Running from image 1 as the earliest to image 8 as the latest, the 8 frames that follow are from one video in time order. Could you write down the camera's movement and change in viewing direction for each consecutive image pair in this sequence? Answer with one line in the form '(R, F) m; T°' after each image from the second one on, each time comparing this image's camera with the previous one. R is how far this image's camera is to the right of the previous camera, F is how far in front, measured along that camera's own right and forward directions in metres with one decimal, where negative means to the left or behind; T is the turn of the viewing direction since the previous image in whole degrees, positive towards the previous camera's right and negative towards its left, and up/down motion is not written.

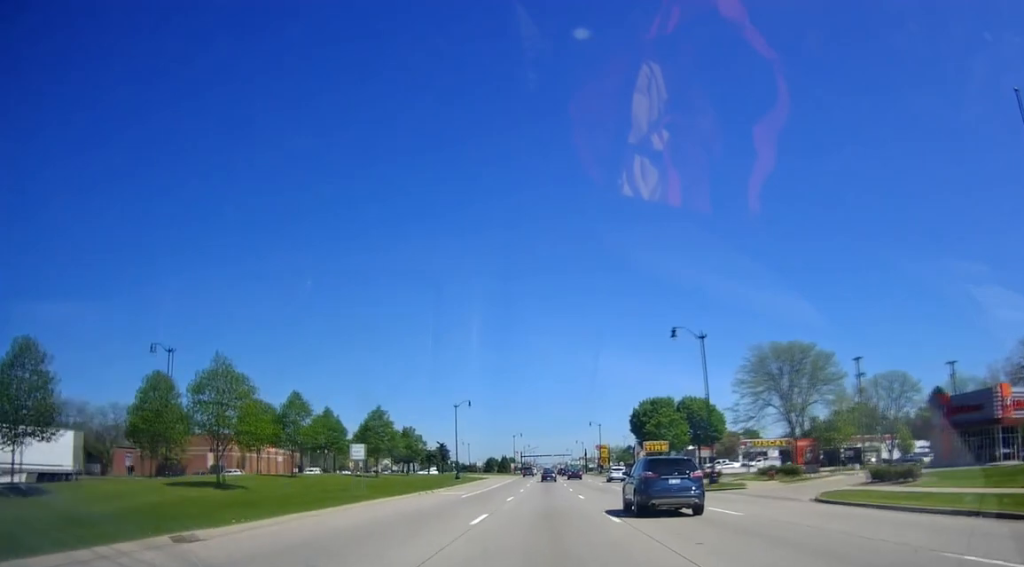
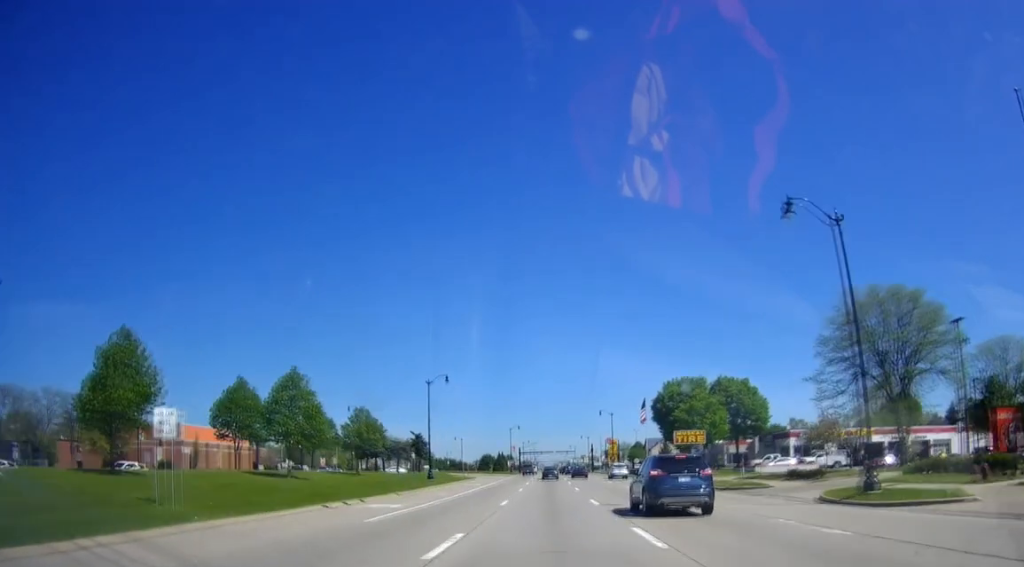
(-0.2, +21.6) m; -1°
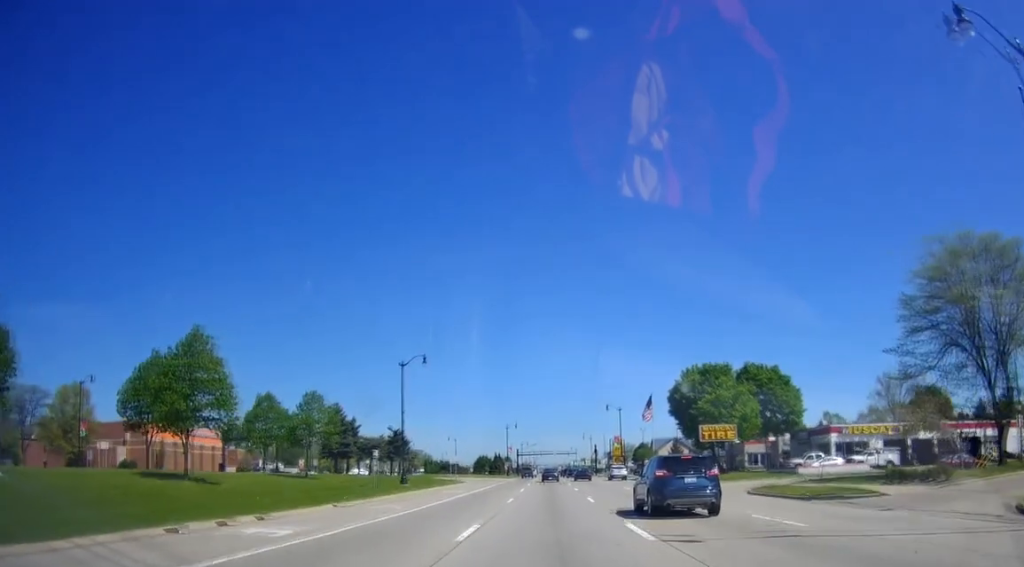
(0.0, +12.5) m; 0°
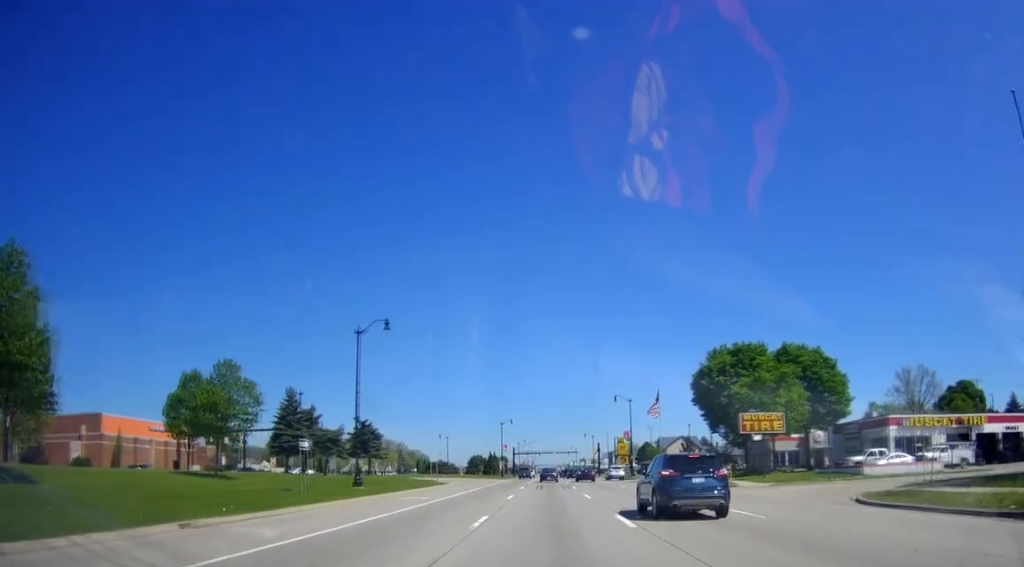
(0.0, +13.3) m; -1°
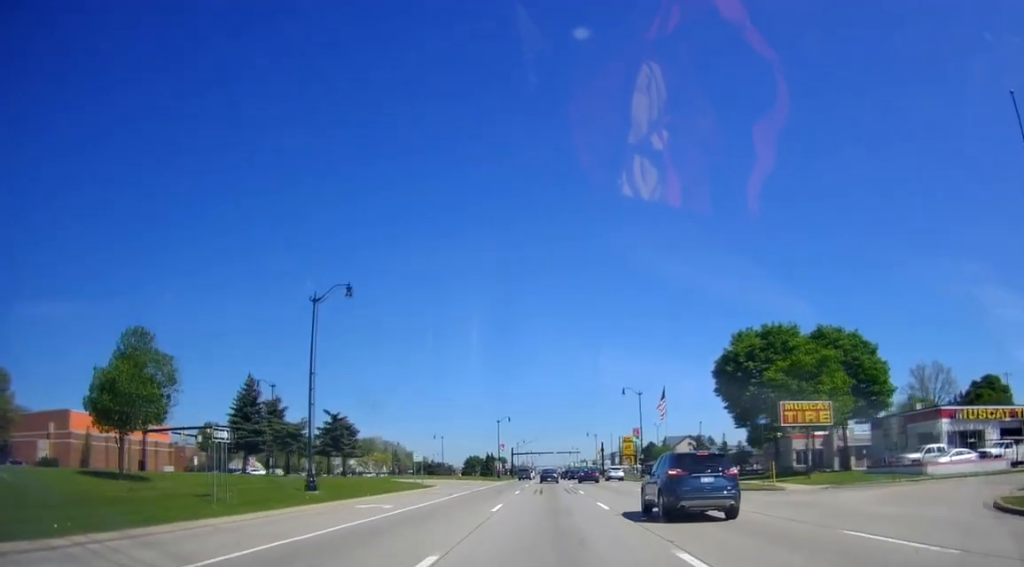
(+0.1, +8.7) m; -1°
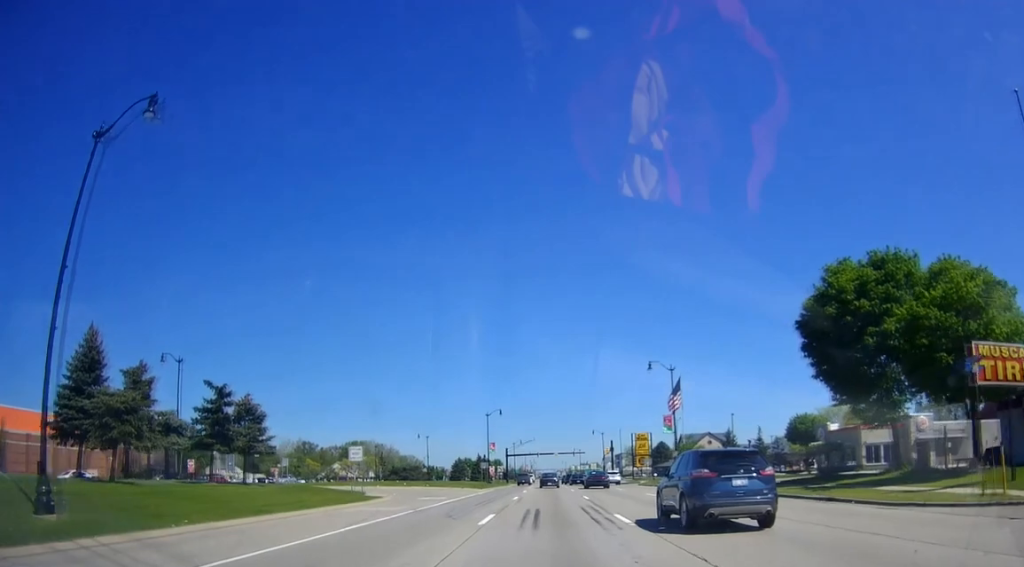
(-0.2, +20.3) m; +2°
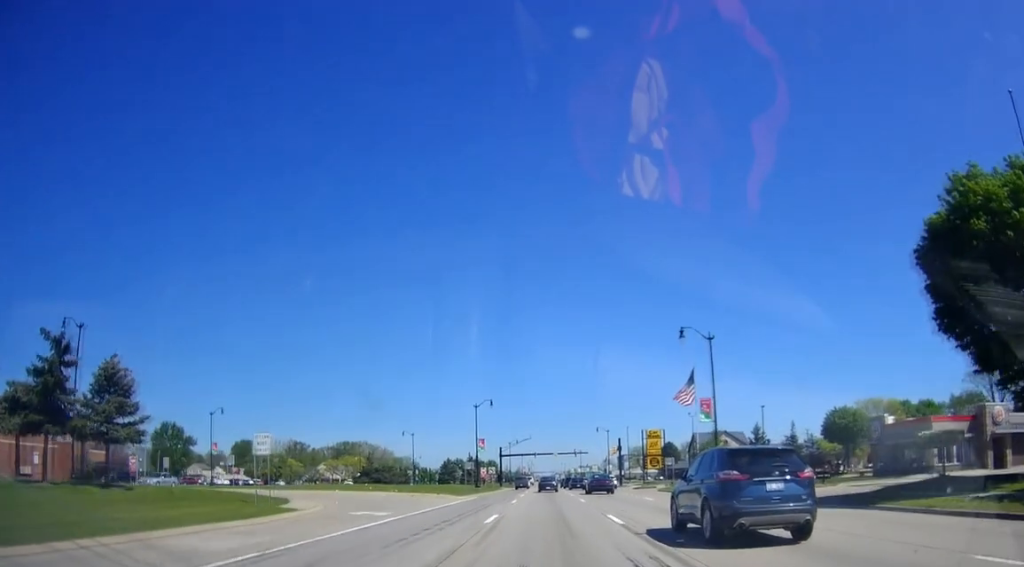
(+0.5, +14.1) m; +2°
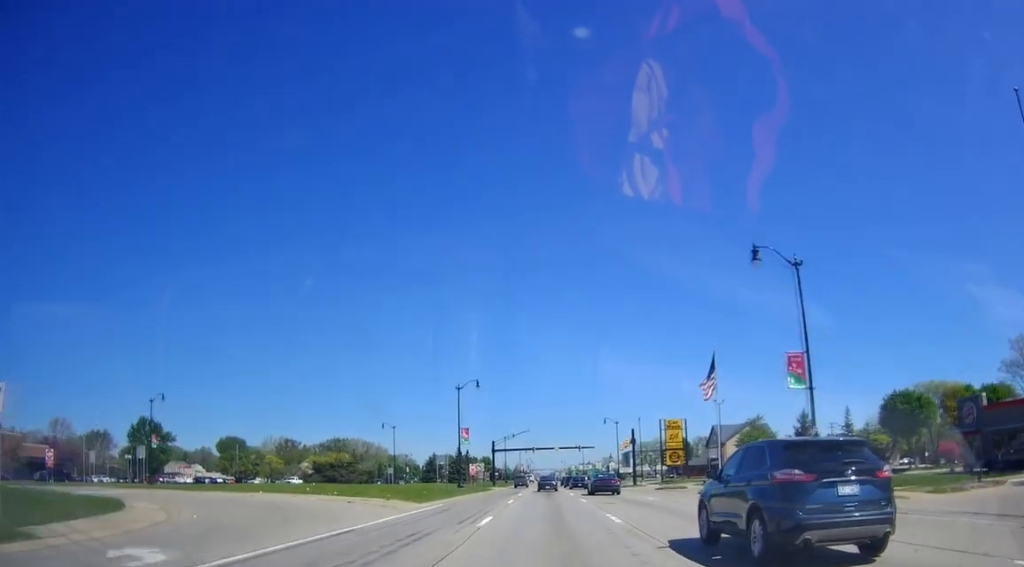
(0.0, +16.1) m; -1°
